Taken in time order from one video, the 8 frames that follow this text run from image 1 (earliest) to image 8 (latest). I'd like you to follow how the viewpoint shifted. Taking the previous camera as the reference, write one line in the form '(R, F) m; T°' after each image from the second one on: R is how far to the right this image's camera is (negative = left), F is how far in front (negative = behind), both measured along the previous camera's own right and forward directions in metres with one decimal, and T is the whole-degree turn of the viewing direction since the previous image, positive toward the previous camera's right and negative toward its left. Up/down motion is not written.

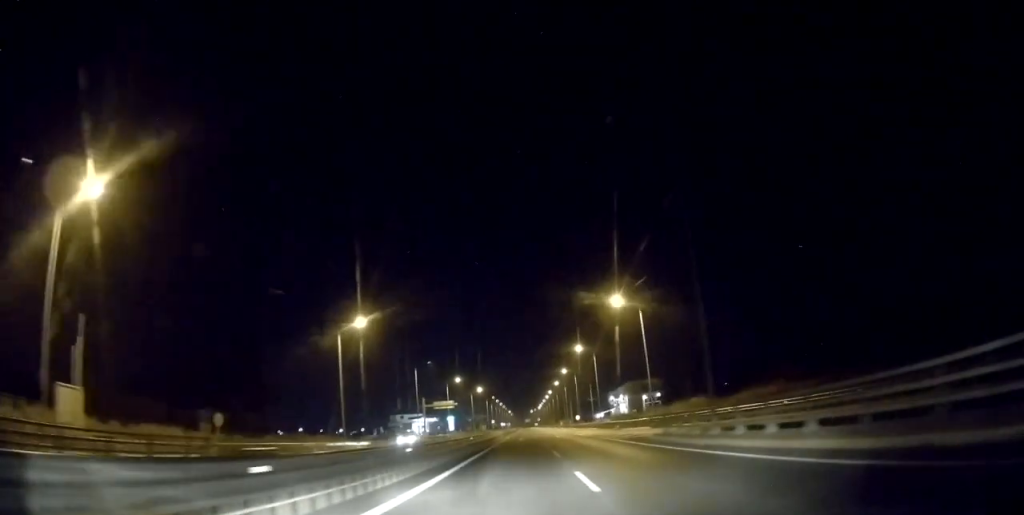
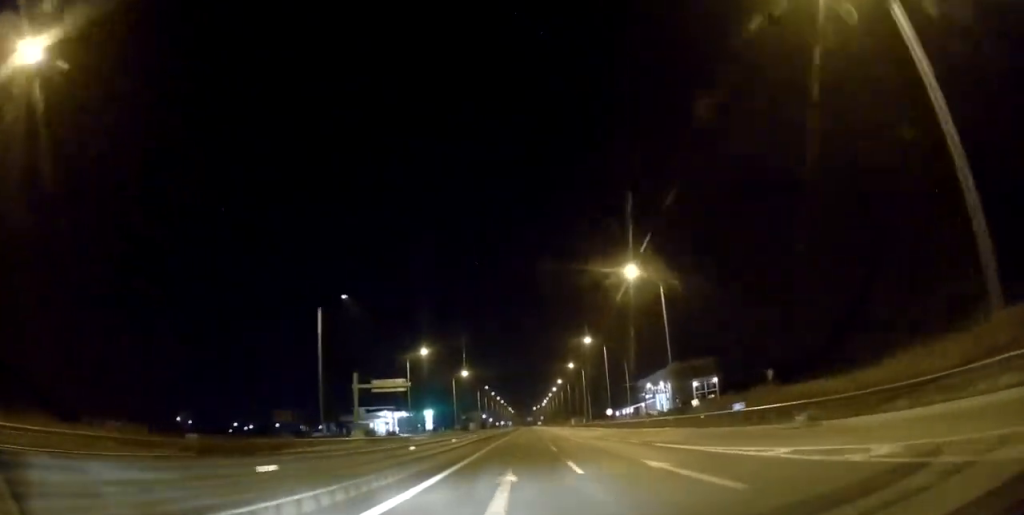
(0.0, +44.9) m; 0°
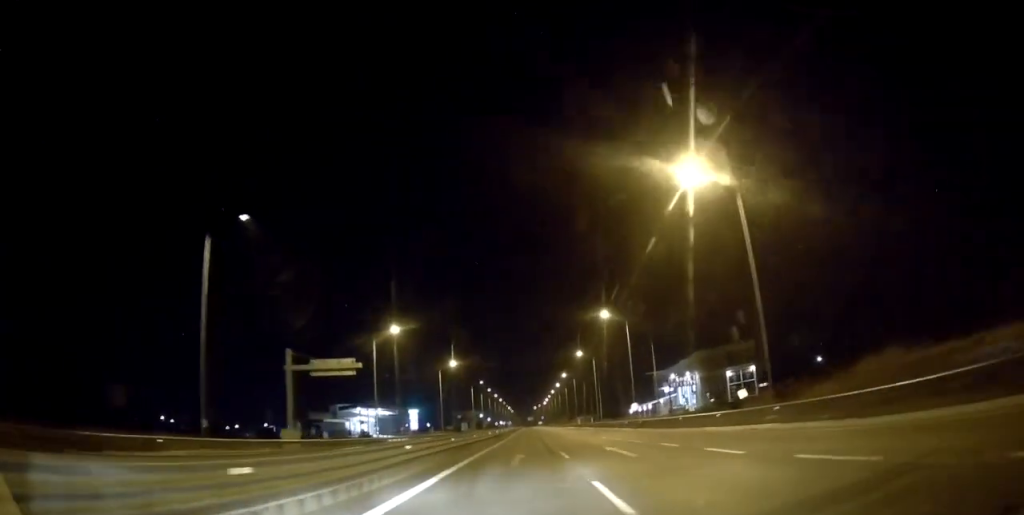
(0.0, +18.8) m; 0°
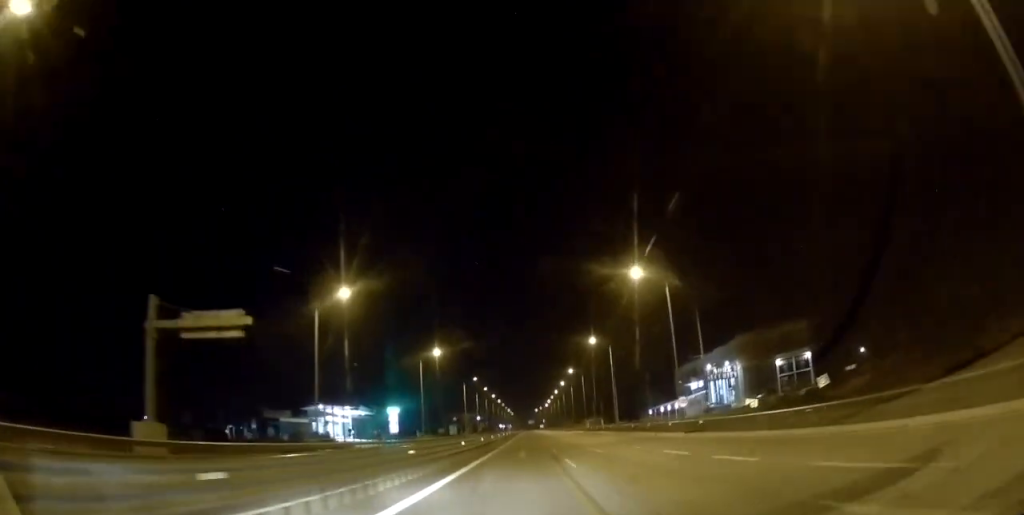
(+0.4, +18.9) m; 0°
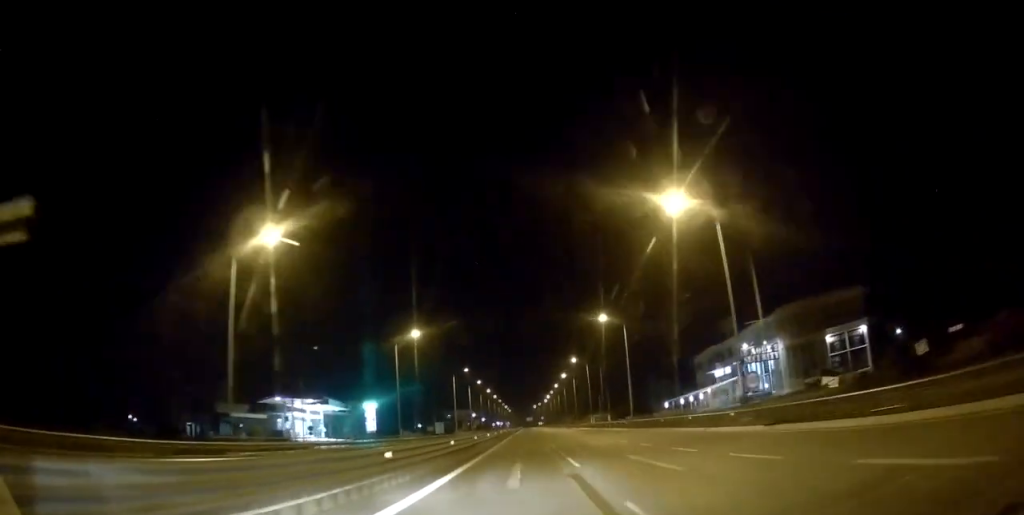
(-0.2, +14.0) m; 0°
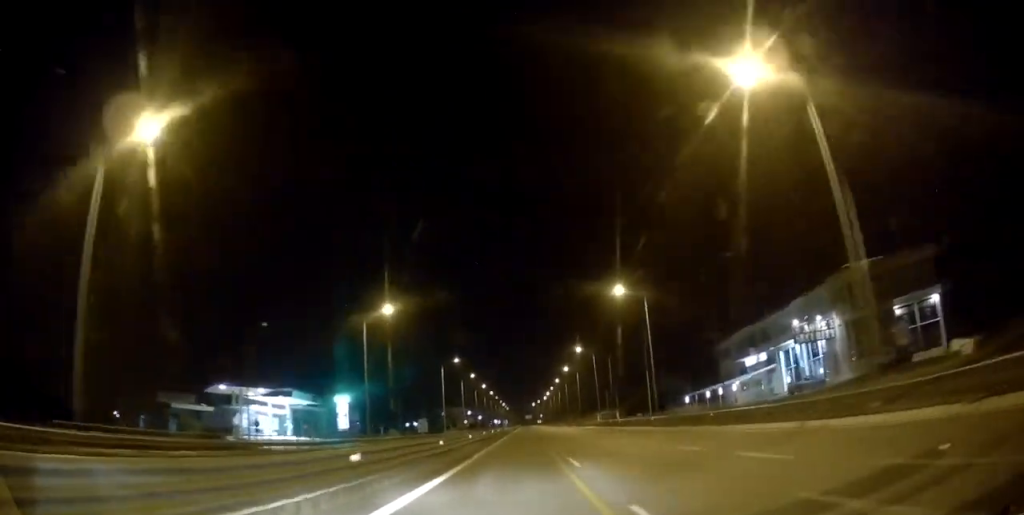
(-0.3, +12.9) m; 0°
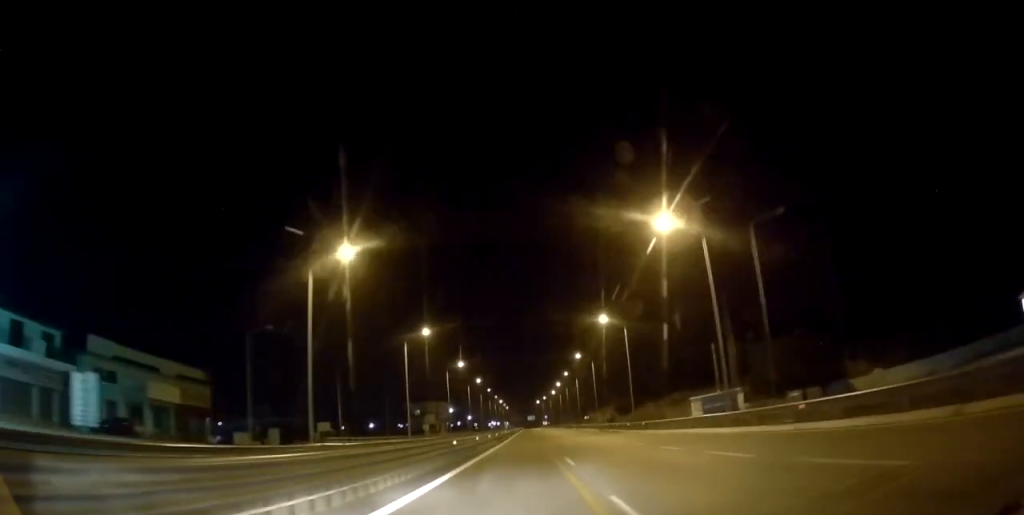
(+0.5, +60.3) m; +1°
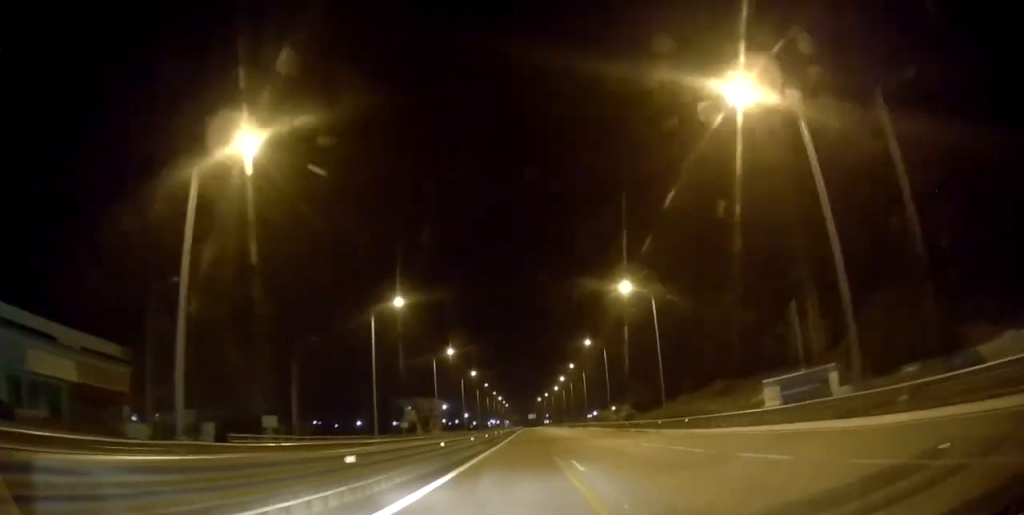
(+0.1, +14.6) m; 0°
